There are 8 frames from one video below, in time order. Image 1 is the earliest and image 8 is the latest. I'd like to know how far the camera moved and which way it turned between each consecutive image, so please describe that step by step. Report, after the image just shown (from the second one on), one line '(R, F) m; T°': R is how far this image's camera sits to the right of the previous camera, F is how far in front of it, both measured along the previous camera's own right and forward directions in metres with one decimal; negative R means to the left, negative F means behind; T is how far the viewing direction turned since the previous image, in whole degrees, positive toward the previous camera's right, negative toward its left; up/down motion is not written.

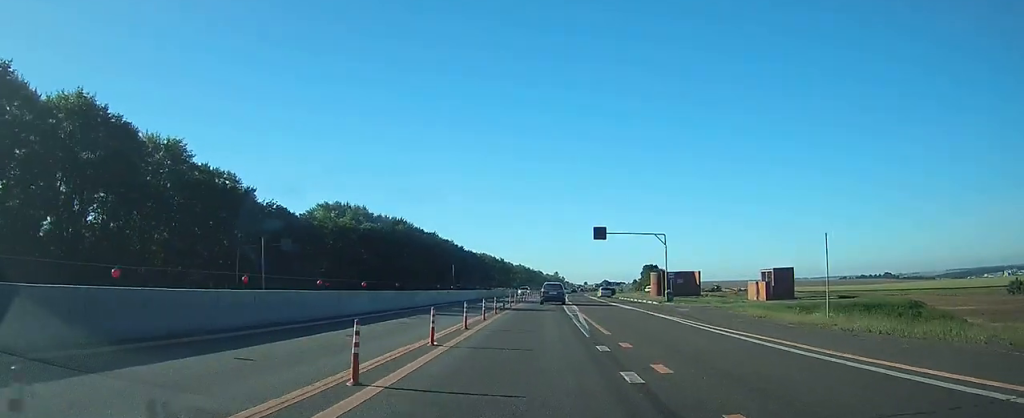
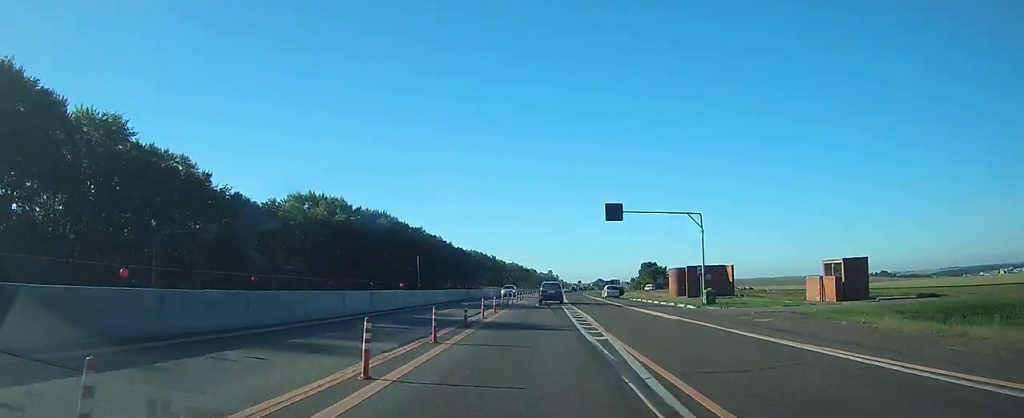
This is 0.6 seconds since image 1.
(+0.1, +14.2) m; +1°
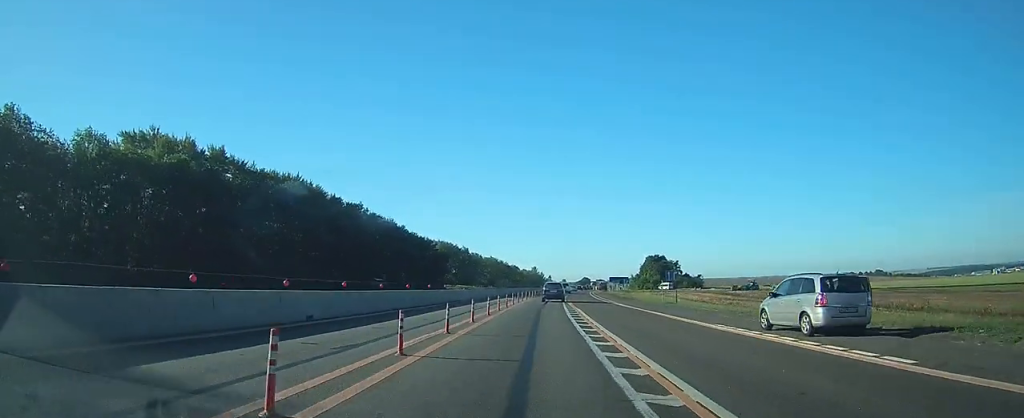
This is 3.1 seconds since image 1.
(+1.1, +56.8) m; +2°
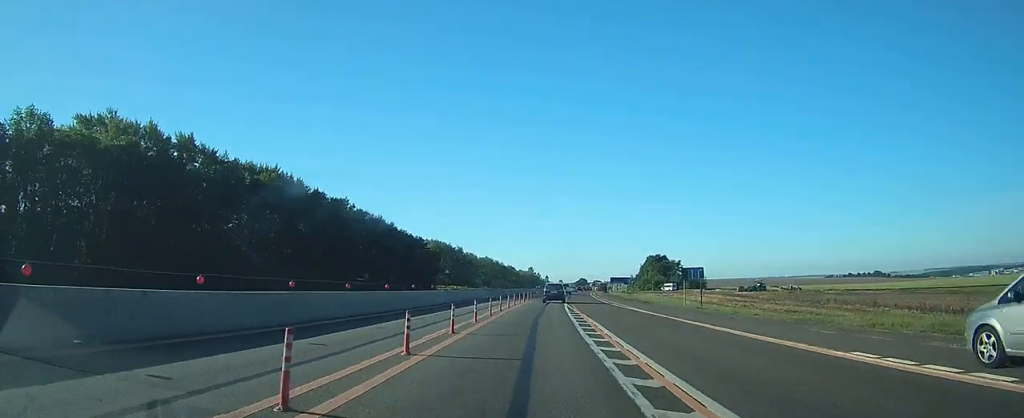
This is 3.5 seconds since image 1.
(+0.1, +9.7) m; 0°
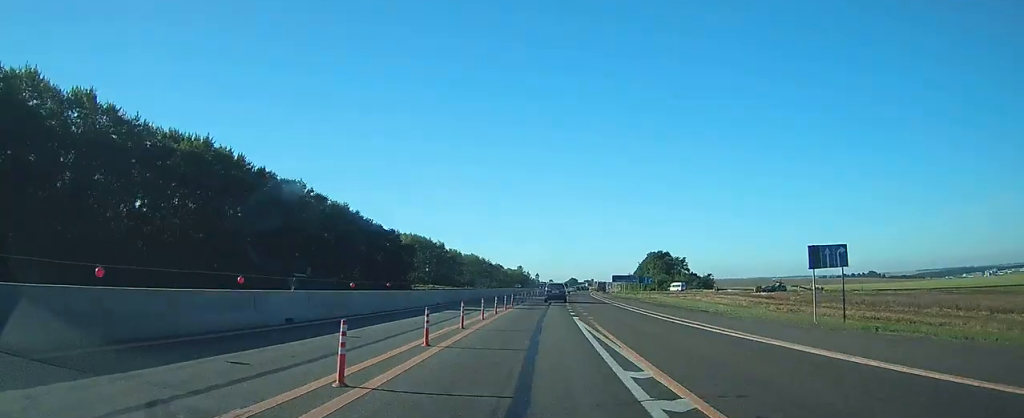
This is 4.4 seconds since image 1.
(+0.1, +23.7) m; +1°
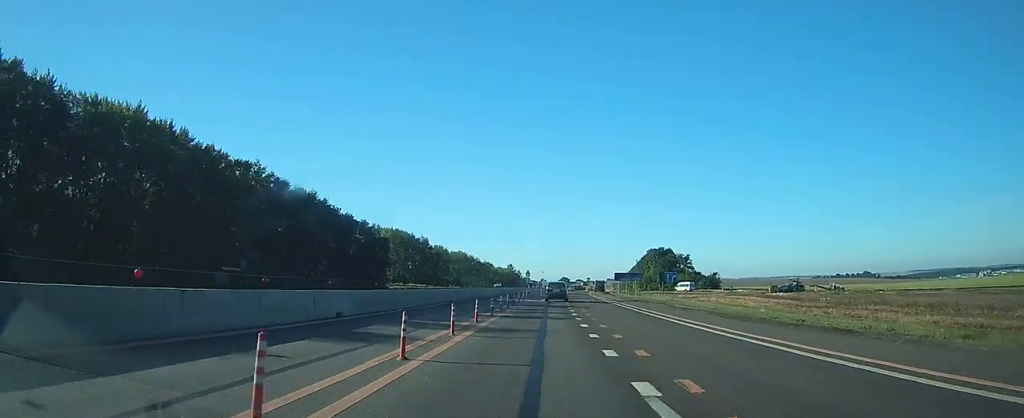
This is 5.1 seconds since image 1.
(+0.1, +17.4) m; +1°
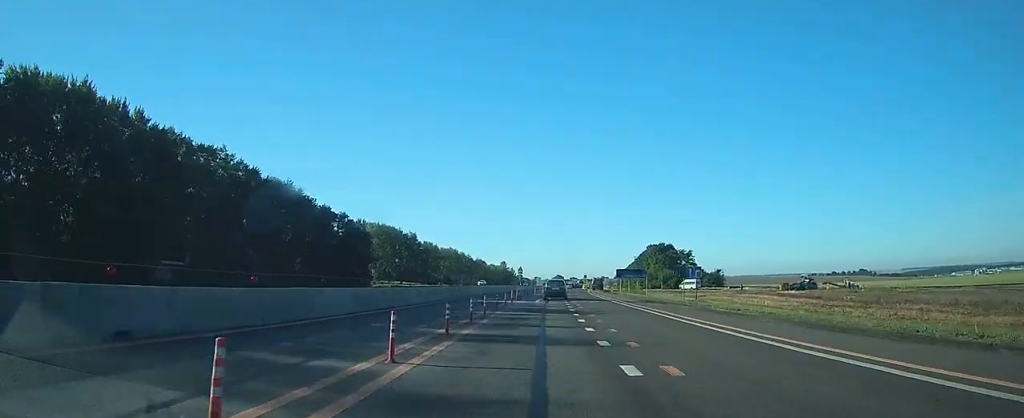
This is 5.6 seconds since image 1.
(+0.1, +10.8) m; 0°
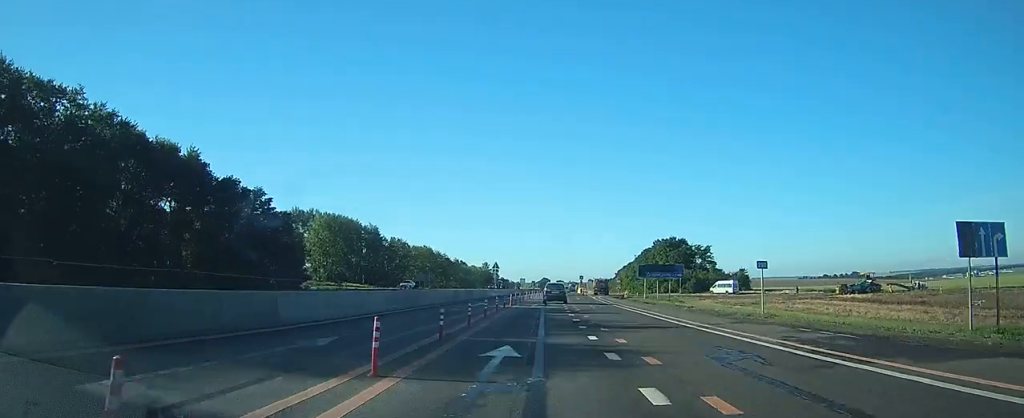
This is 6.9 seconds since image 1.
(+0.4, +34.4) m; +2°
